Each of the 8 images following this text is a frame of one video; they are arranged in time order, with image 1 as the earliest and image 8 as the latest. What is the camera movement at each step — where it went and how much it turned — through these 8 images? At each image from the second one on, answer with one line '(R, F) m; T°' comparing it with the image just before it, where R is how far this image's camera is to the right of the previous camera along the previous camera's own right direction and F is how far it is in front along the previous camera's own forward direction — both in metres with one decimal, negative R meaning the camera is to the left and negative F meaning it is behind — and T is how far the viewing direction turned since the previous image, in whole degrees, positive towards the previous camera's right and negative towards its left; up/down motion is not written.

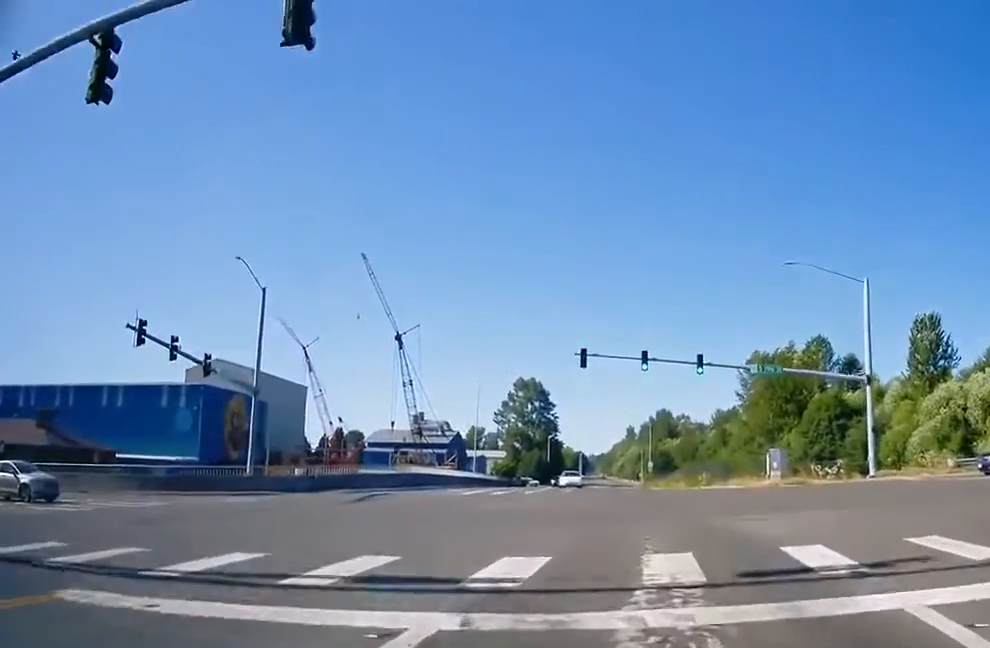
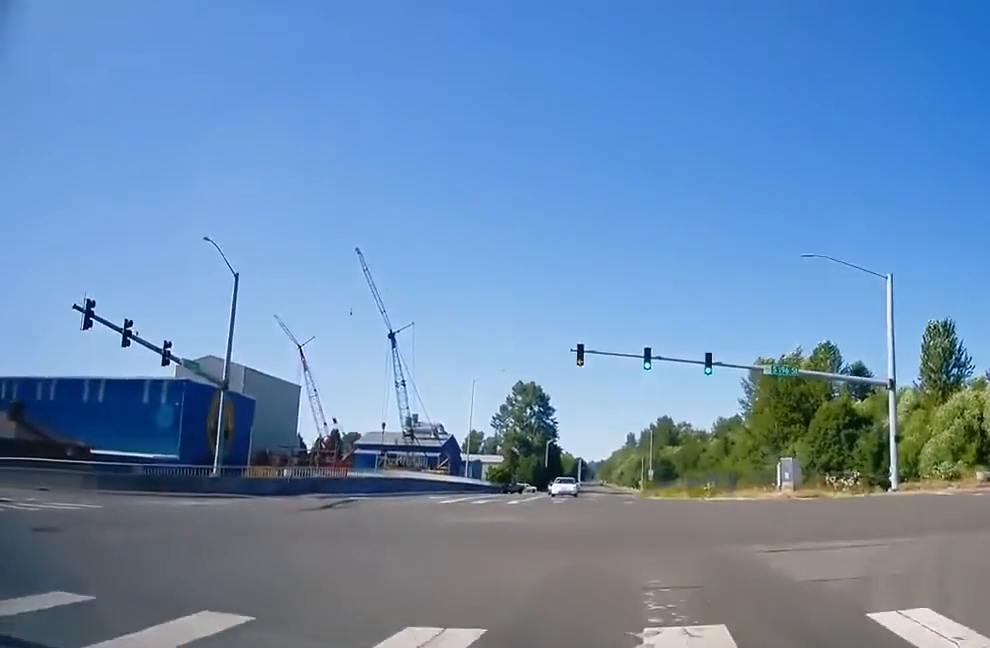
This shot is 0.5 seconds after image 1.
(0.0, +4.1) m; 0°
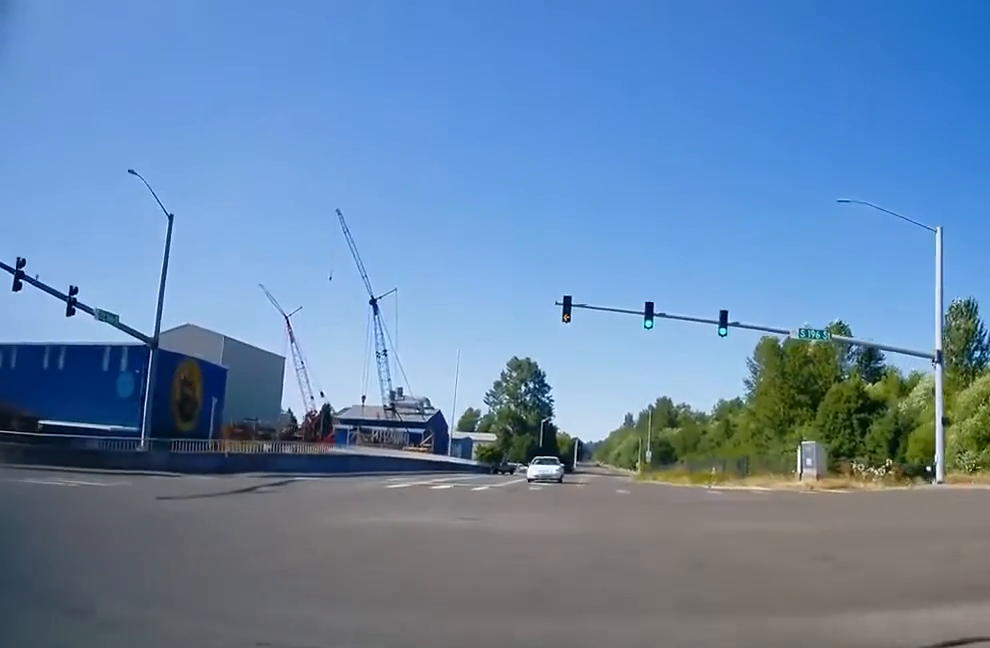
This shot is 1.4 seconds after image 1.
(0.0, +7.1) m; 0°
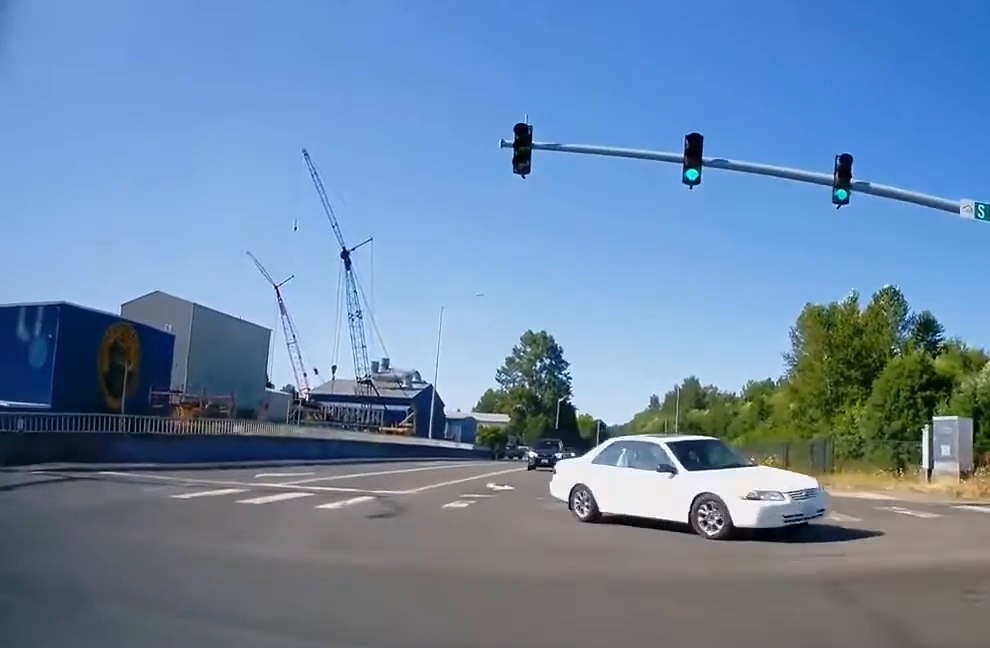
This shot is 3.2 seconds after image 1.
(-0.3, +13.1) m; -1°
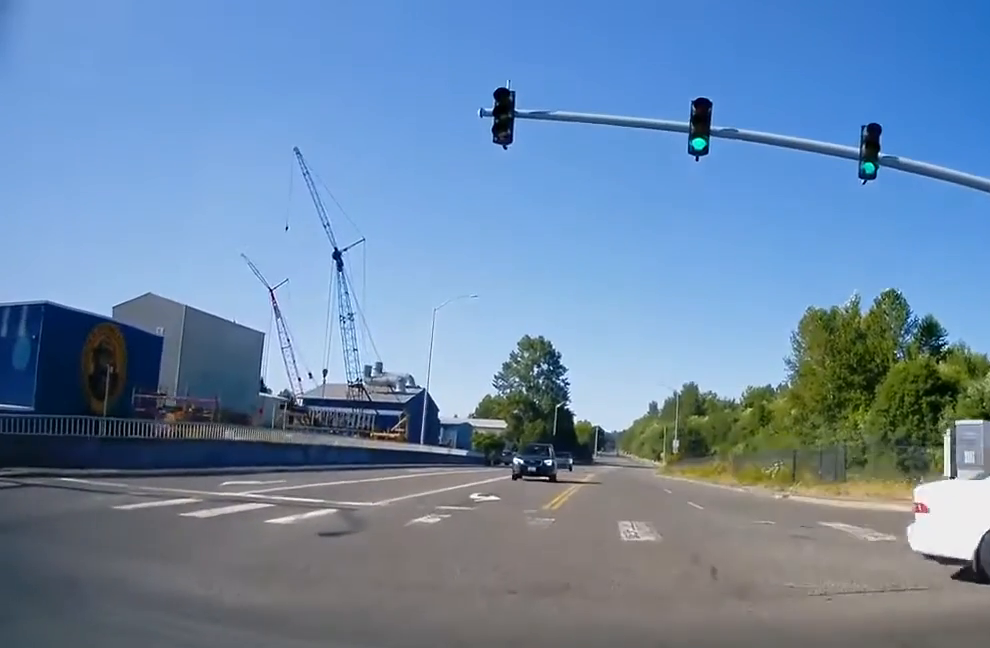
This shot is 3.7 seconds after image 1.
(-0.1, +2.6) m; +1°
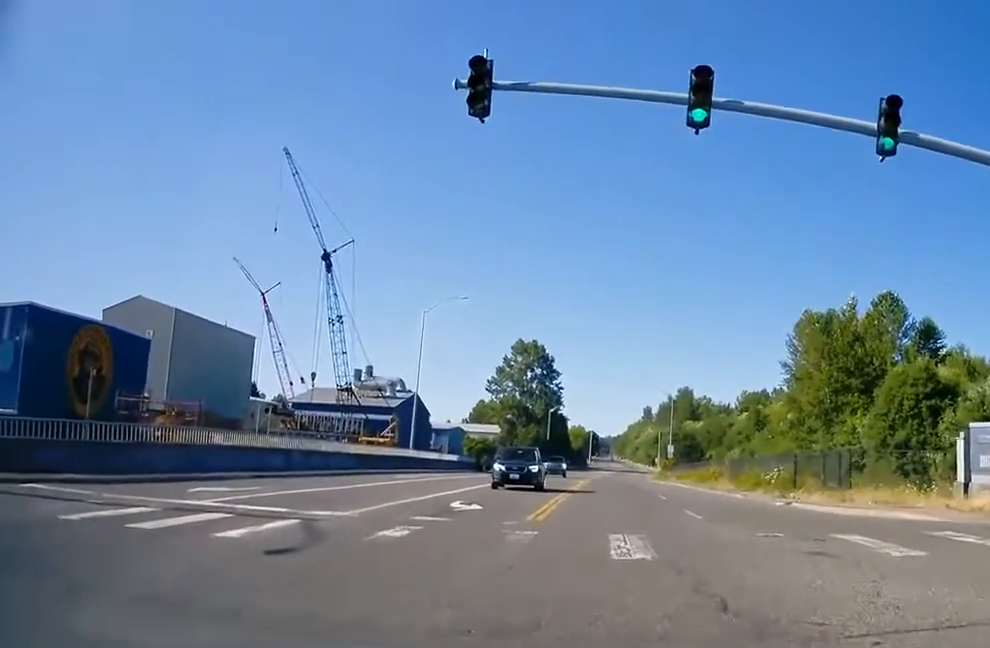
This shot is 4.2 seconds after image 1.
(+0.2, +1.5) m; +1°
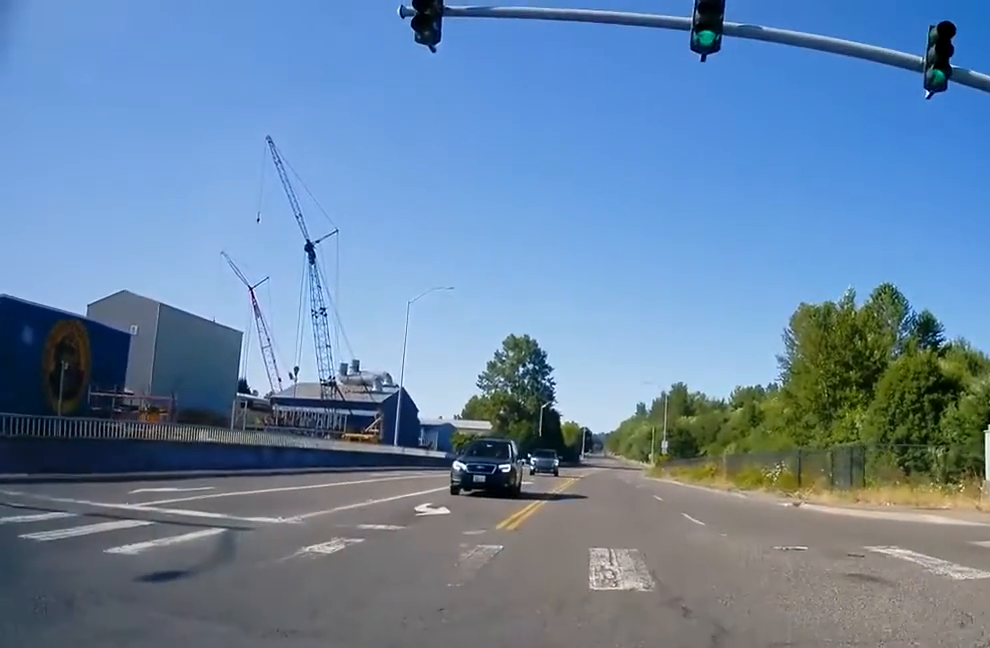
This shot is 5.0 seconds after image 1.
(0.0, +2.7) m; 0°
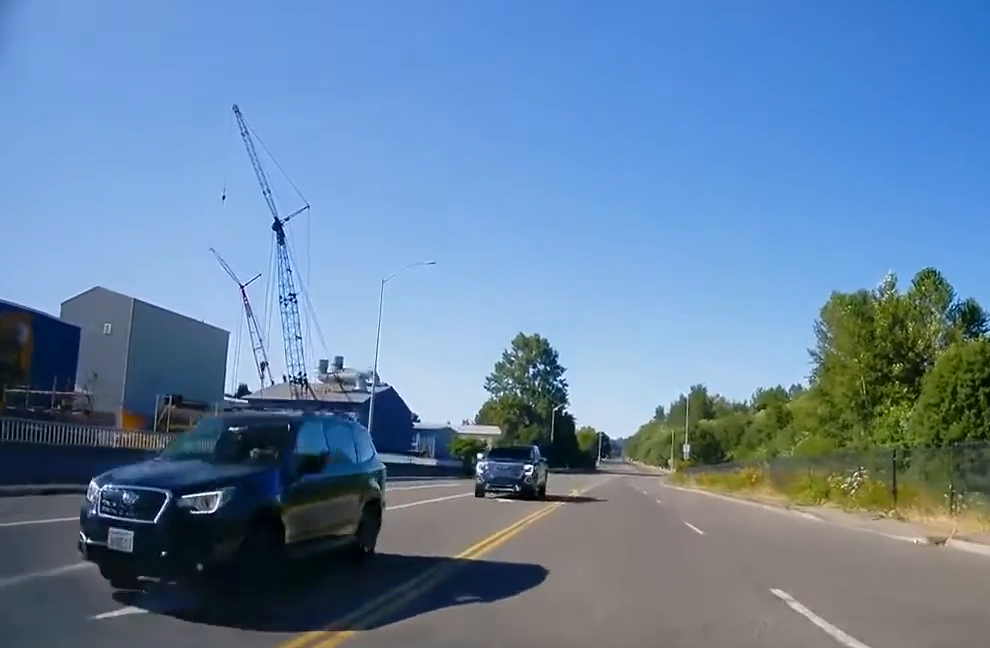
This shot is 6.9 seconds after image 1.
(0.0, +9.8) m; -1°
